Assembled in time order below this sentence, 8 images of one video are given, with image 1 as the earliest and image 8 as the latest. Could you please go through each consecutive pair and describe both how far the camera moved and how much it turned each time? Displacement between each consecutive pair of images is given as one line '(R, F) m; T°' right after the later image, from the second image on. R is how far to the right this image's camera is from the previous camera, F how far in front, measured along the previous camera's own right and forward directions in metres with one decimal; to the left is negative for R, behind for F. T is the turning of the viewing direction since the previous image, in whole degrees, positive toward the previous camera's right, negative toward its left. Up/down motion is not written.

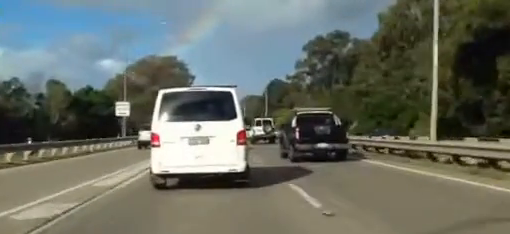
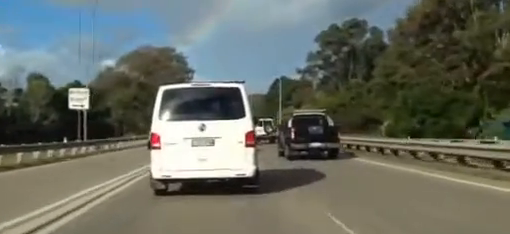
(-0.3, +16.0) m; -2°
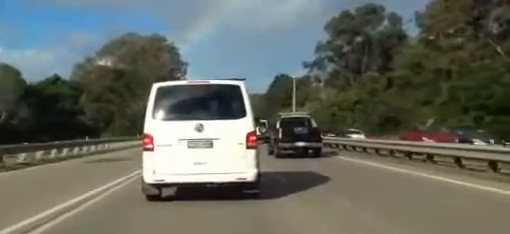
(-0.3, +16.3) m; -1°
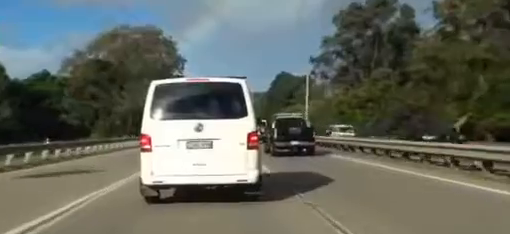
(0.0, +7.9) m; 0°
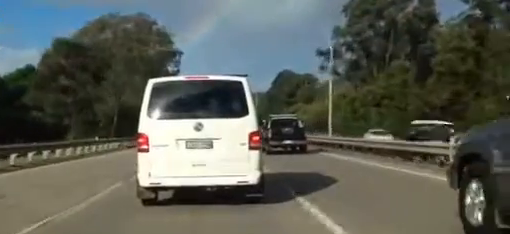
(0.0, +10.2) m; 0°
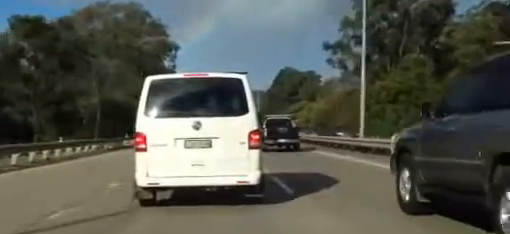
(0.0, +8.3) m; 0°
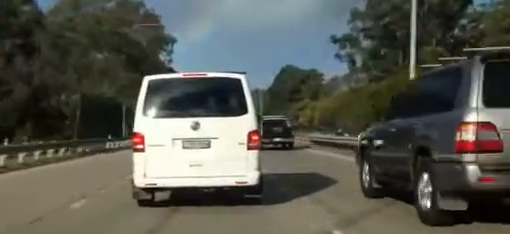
(0.0, +7.3) m; 0°
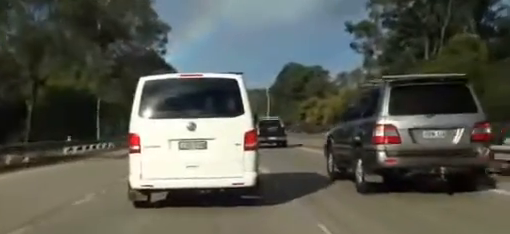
(0.0, +11.6) m; 0°
